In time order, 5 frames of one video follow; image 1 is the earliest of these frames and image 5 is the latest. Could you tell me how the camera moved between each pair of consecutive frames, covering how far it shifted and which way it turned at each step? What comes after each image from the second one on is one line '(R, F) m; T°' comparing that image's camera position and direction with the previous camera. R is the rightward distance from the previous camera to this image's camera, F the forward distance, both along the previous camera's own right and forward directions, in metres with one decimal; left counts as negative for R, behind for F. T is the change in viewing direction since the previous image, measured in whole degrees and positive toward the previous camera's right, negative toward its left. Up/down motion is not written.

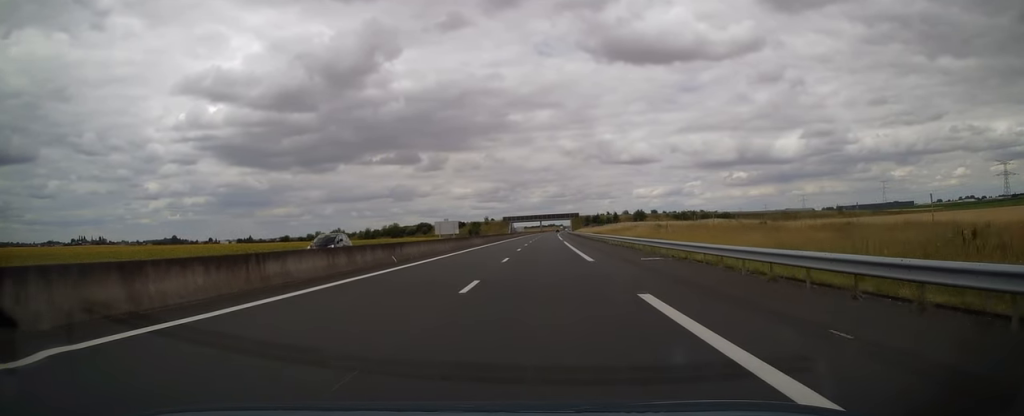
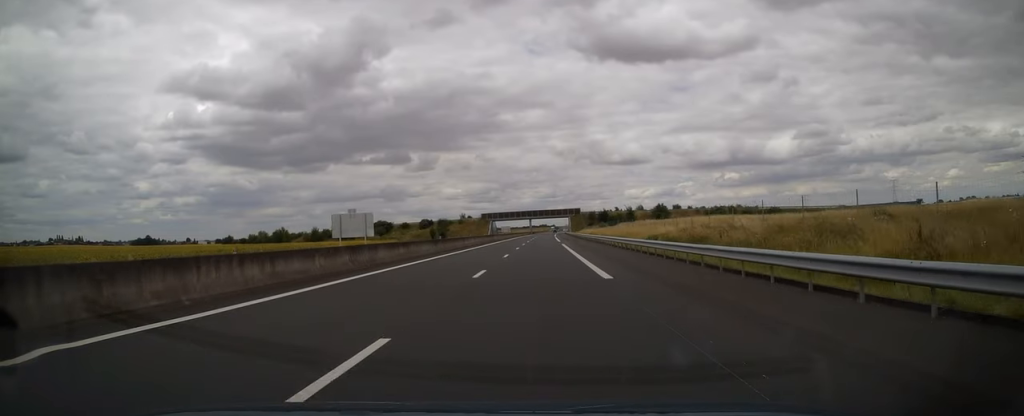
(+0.8, +60.2) m; +1°
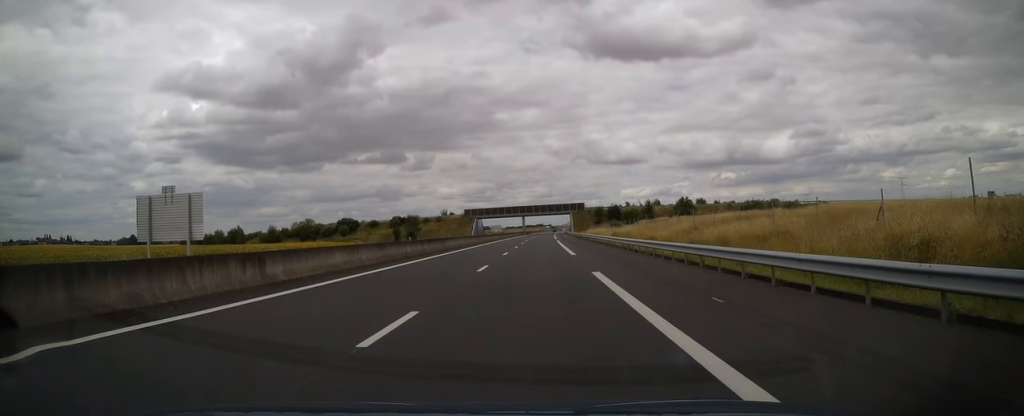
(0.0, +36.2) m; 0°
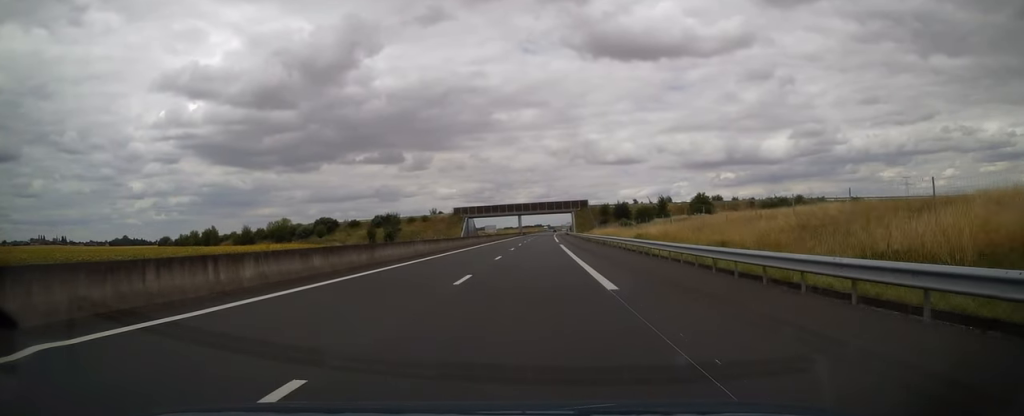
(0.0, +17.6) m; 0°
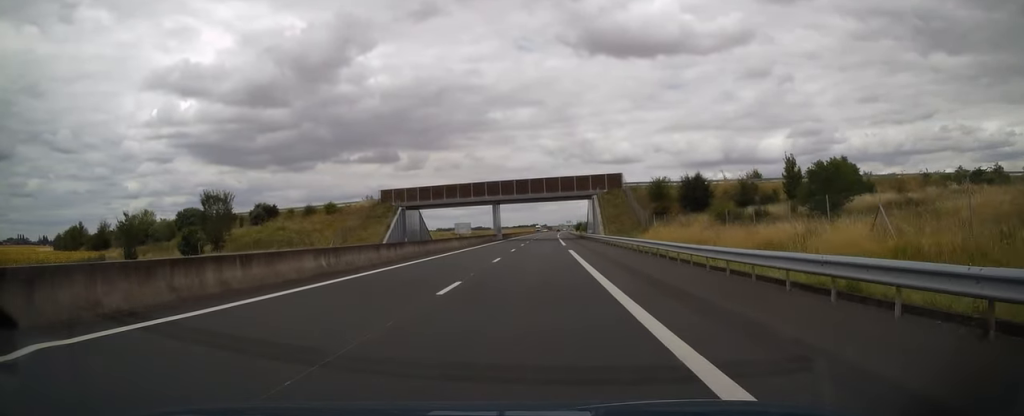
(+0.1, +67.1) m; 0°
